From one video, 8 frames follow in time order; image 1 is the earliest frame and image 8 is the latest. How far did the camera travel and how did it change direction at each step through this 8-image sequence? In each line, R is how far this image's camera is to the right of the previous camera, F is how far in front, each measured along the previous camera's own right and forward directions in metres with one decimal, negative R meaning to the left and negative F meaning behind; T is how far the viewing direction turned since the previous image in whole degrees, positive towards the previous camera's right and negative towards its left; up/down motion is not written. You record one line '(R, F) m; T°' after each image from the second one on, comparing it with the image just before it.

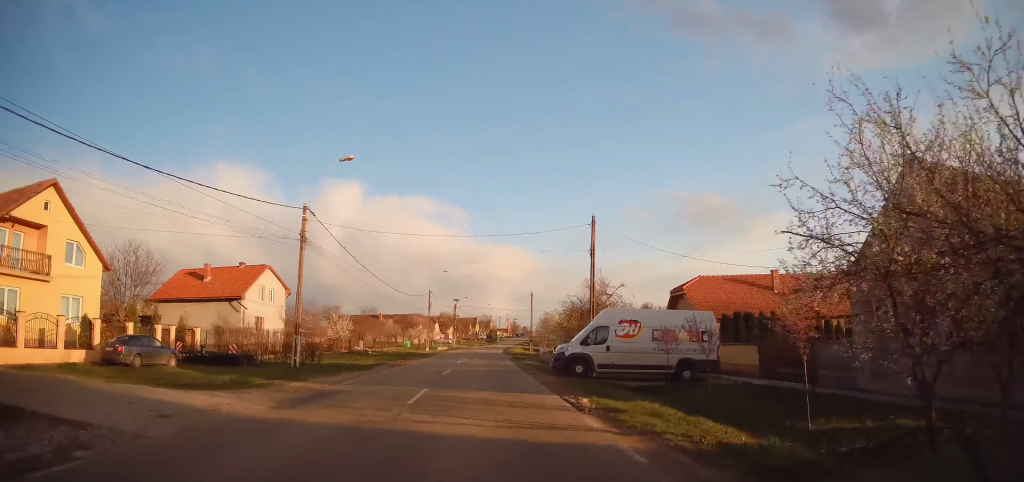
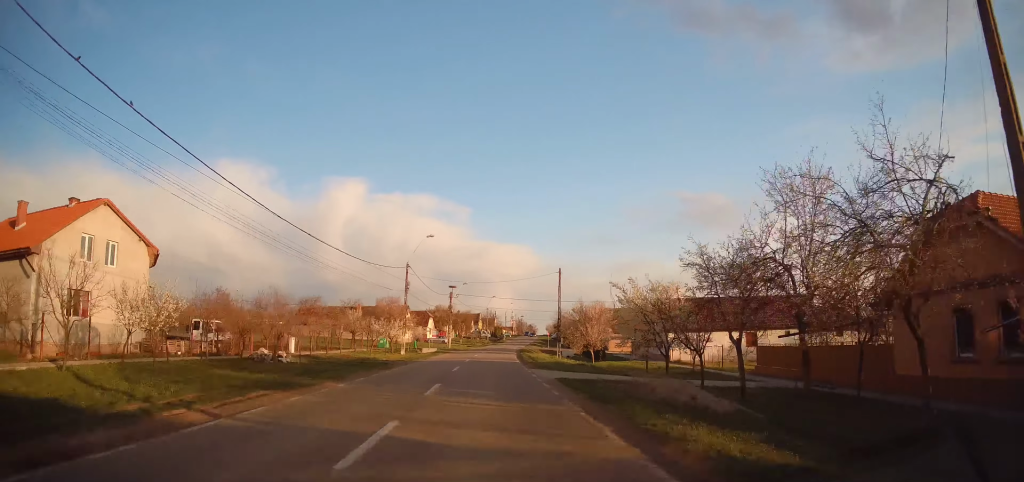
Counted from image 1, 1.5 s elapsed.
(-0.3, +23.4) m; -1°
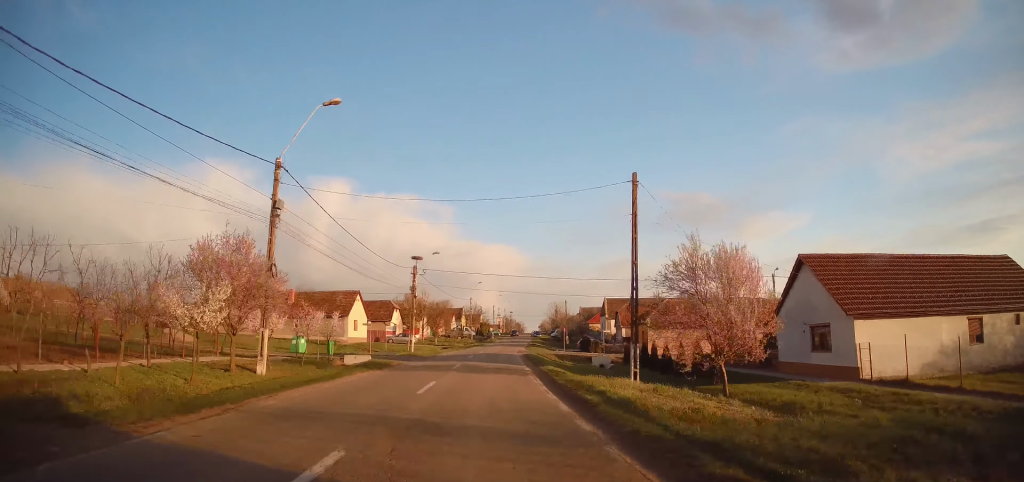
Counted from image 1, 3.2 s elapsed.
(0.0, +28.8) m; -1°
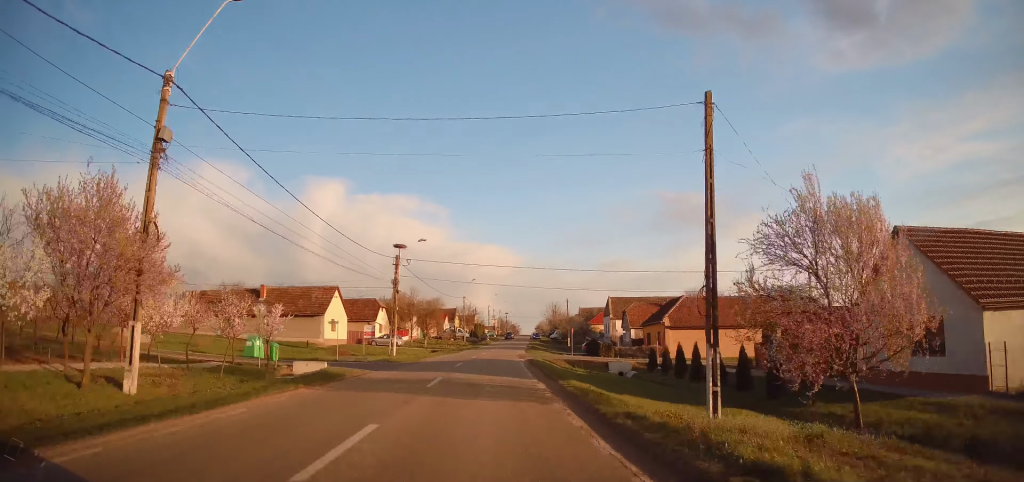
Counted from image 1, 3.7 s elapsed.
(-0.1, +8.7) m; +1°
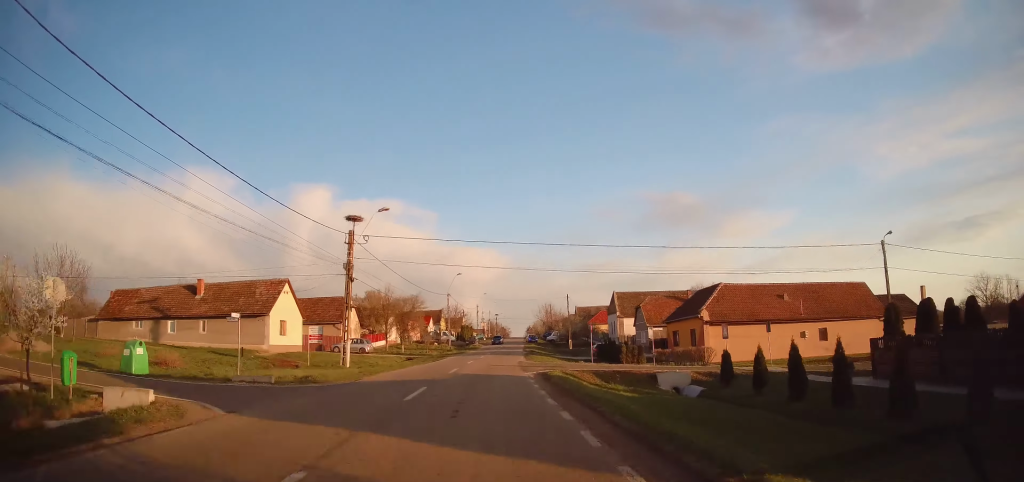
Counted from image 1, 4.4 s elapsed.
(-0.2, +13.4) m; +2°
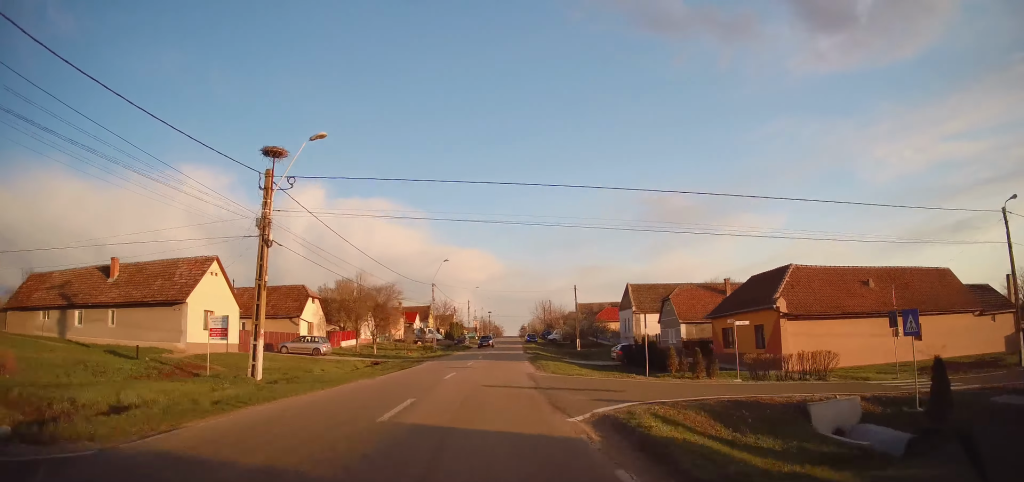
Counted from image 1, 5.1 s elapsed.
(+0.8, +15.8) m; +3°
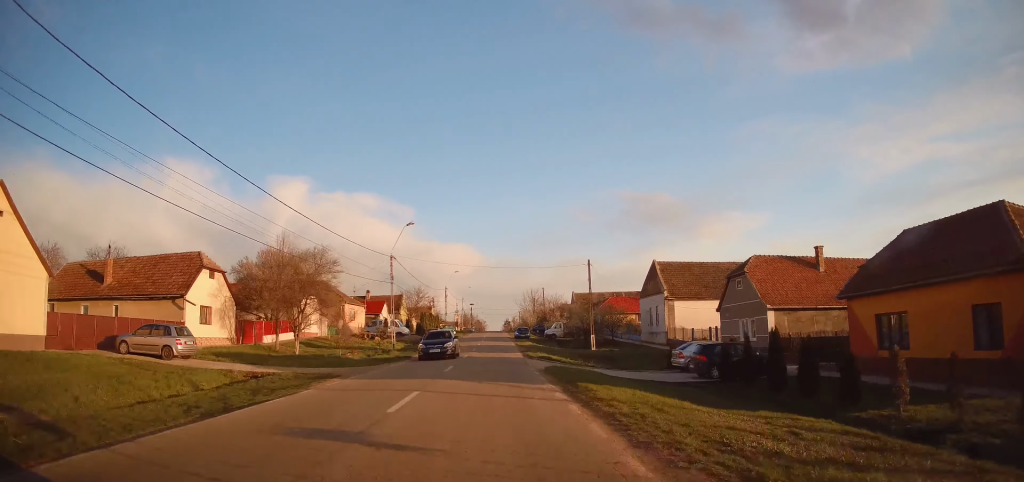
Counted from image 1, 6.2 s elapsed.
(+0.4, +22.0) m; +1°
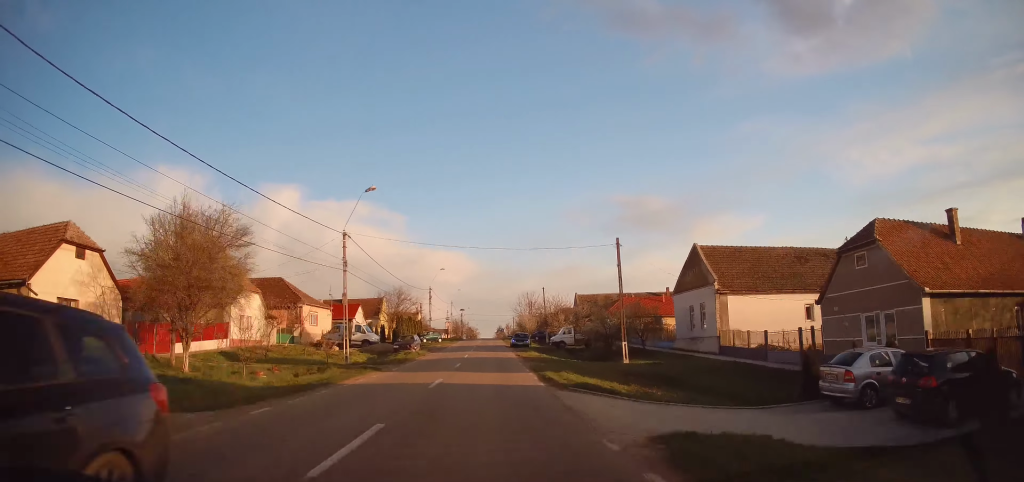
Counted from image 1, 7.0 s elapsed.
(0.0, +14.6) m; +1°
